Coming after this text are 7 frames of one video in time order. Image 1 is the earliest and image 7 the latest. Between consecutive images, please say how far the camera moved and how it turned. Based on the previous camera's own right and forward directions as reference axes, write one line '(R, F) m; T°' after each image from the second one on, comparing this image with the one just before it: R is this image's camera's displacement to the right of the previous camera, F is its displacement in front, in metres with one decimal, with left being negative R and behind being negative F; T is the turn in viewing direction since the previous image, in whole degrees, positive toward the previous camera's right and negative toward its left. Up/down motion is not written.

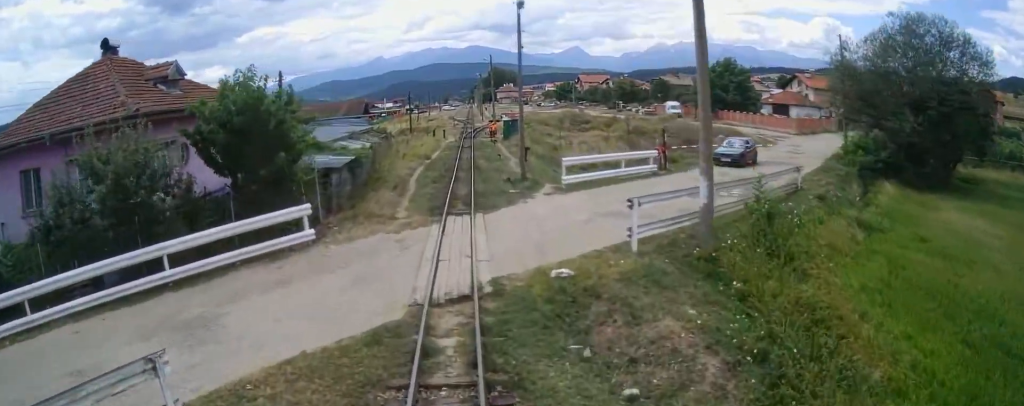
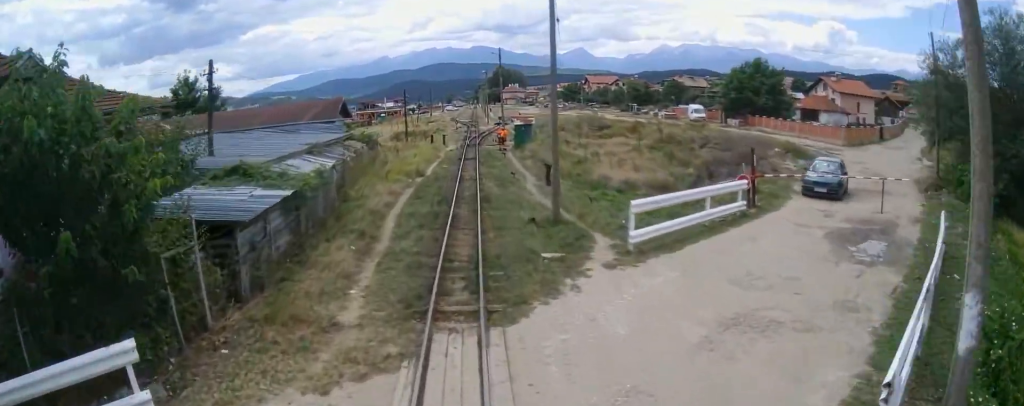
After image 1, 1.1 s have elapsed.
(+0.1, +9.3) m; 0°
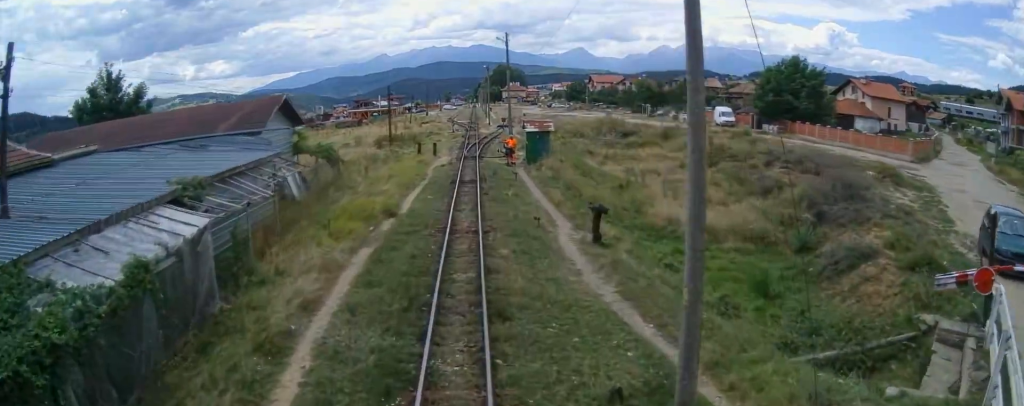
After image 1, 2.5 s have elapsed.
(0.0, +11.2) m; 0°
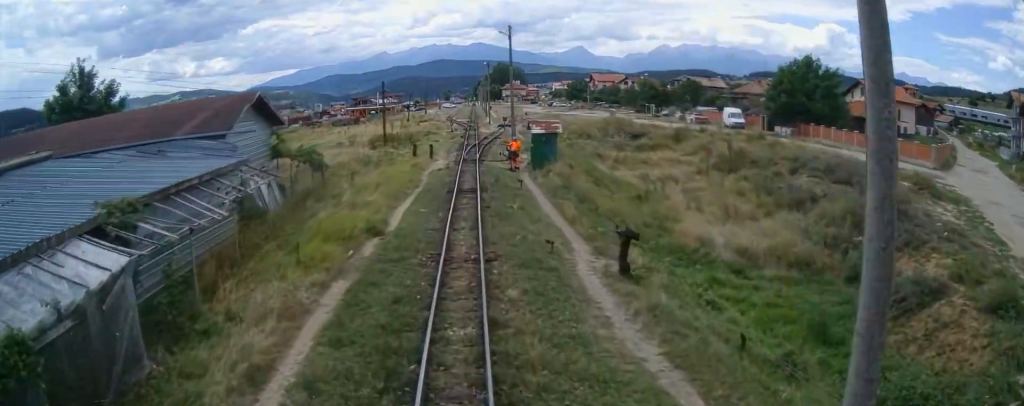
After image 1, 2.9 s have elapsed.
(0.0, +3.2) m; 0°
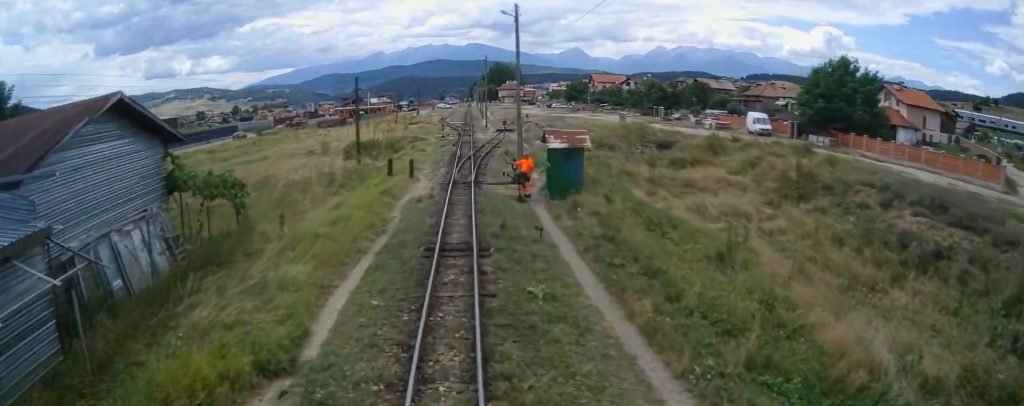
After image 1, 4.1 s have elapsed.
(0.0, +9.0) m; +1°
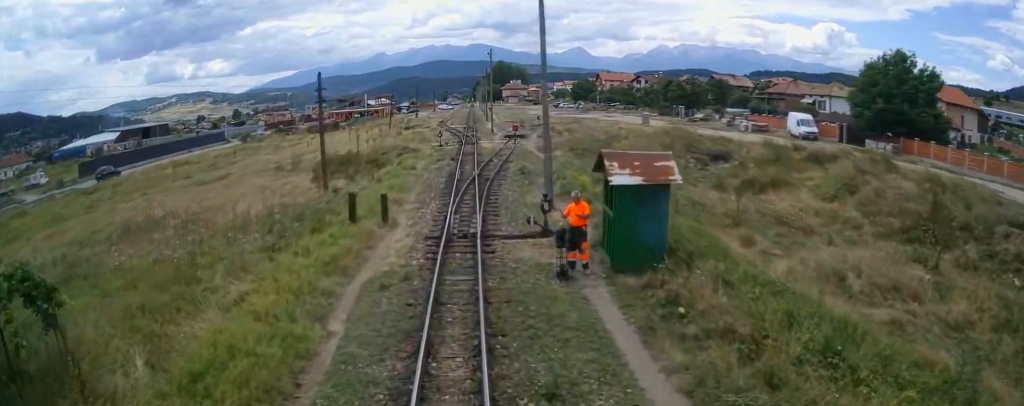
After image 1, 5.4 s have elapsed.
(+0.2, +9.6) m; 0°
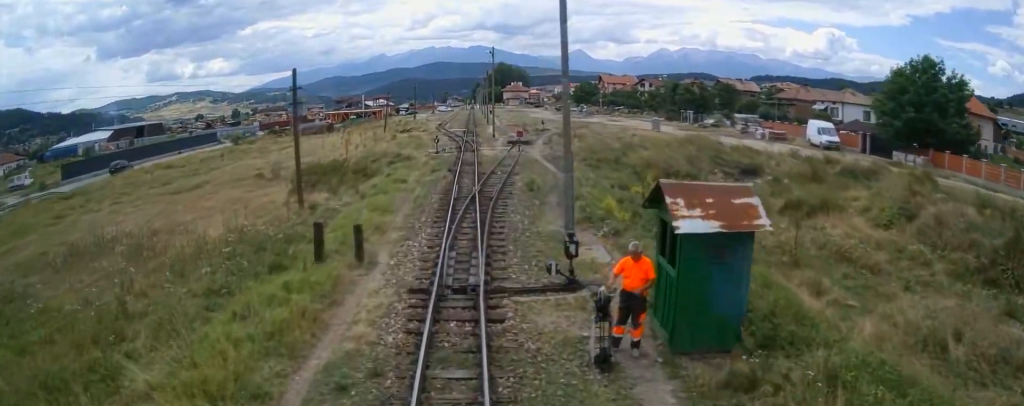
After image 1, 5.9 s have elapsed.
(0.0, +4.1) m; -1°
